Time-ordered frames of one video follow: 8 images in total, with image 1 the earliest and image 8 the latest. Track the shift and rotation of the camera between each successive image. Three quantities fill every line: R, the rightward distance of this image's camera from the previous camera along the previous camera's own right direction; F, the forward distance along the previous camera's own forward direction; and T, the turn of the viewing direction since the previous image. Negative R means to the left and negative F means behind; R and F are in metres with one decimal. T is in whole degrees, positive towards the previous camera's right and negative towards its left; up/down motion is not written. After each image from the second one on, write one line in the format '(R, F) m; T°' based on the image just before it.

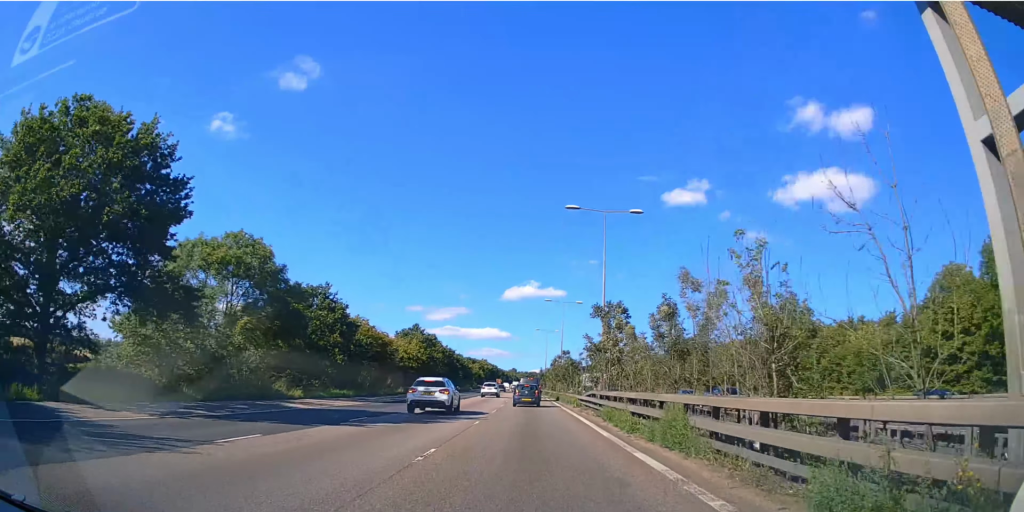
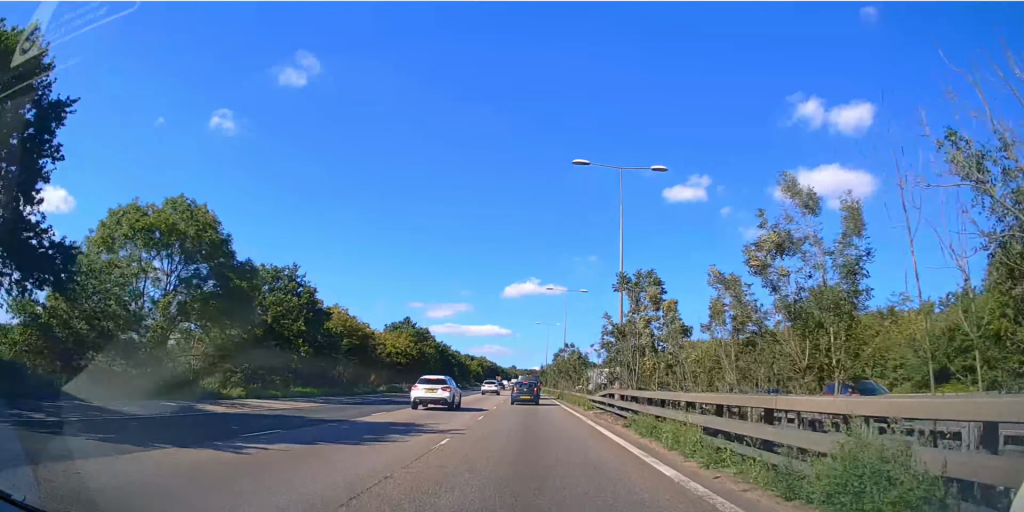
(0.0, +8.5) m; 0°
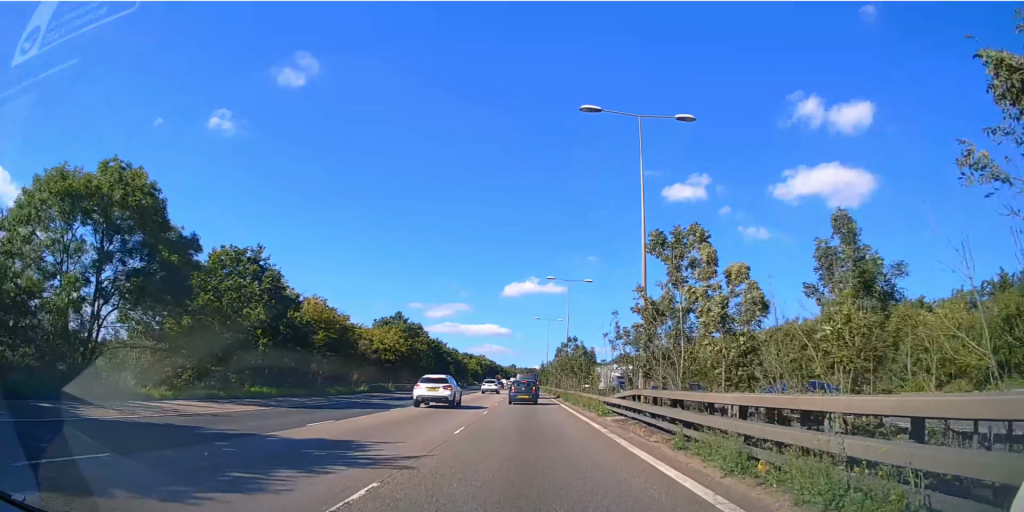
(0.0, +6.7) m; 0°
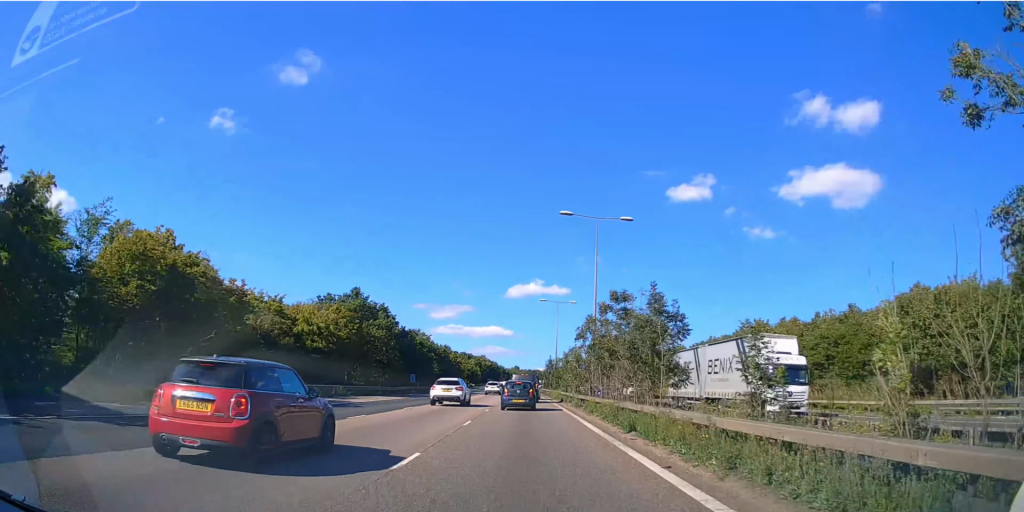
(-0.2, +24.8) m; -1°
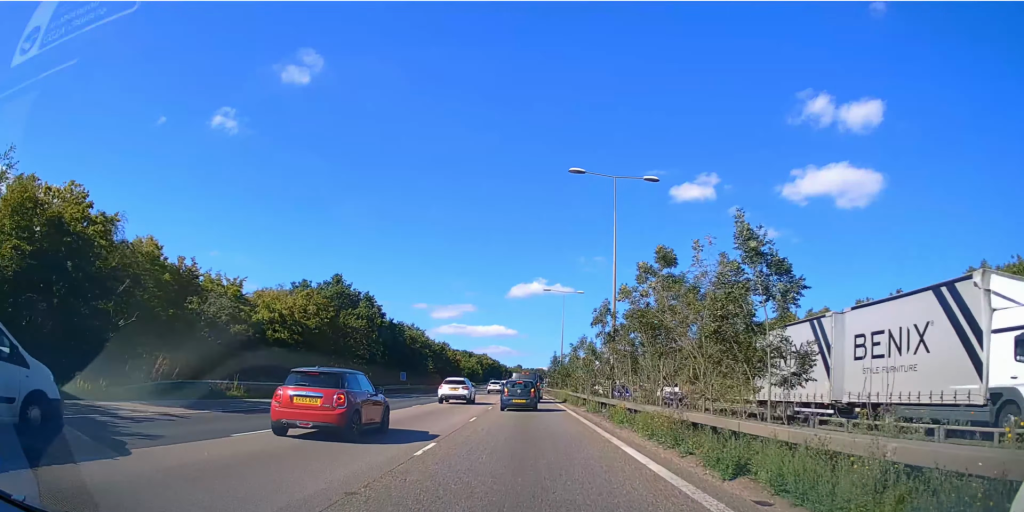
(-0.1, +8.6) m; 0°
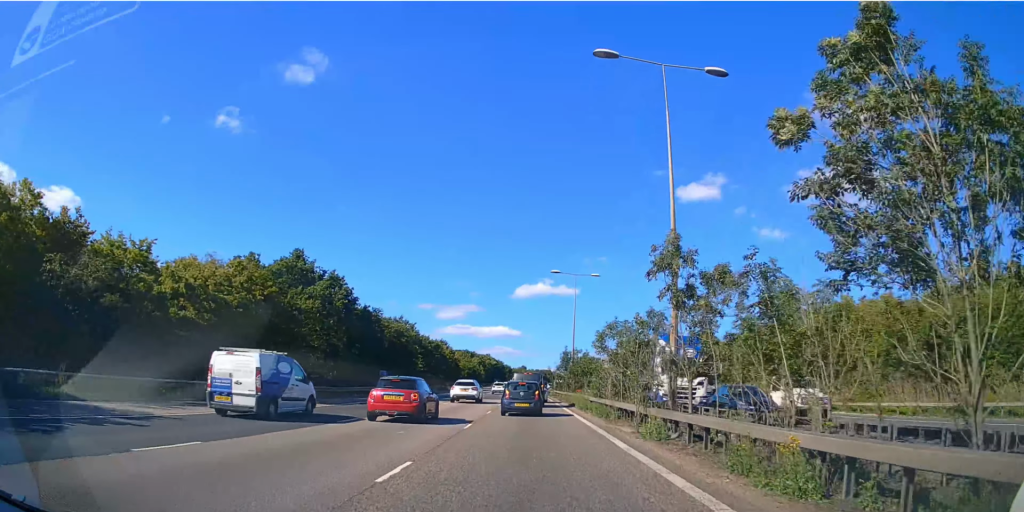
(0.0, +13.5) m; 0°
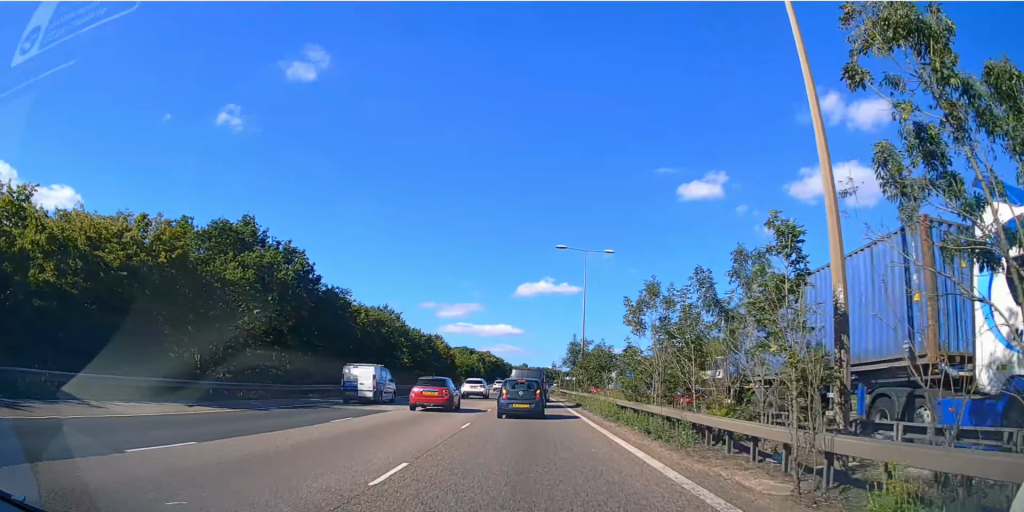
(0.0, +9.8) m; -1°
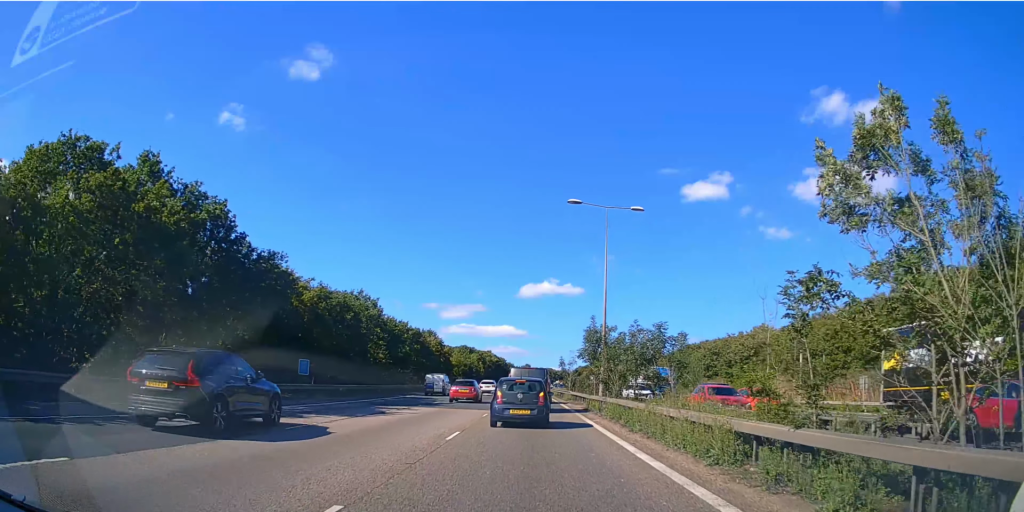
(-0.2, +11.6) m; -1°
